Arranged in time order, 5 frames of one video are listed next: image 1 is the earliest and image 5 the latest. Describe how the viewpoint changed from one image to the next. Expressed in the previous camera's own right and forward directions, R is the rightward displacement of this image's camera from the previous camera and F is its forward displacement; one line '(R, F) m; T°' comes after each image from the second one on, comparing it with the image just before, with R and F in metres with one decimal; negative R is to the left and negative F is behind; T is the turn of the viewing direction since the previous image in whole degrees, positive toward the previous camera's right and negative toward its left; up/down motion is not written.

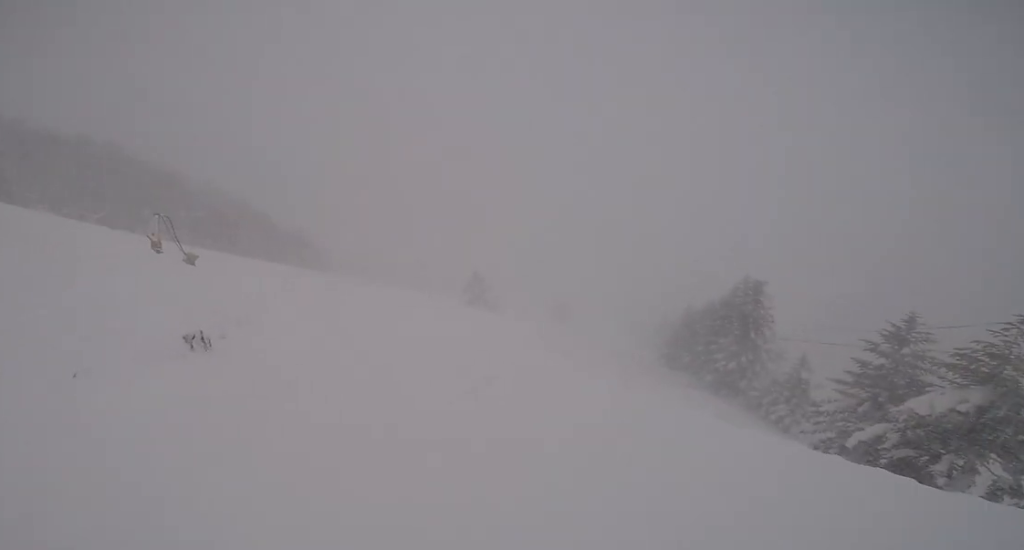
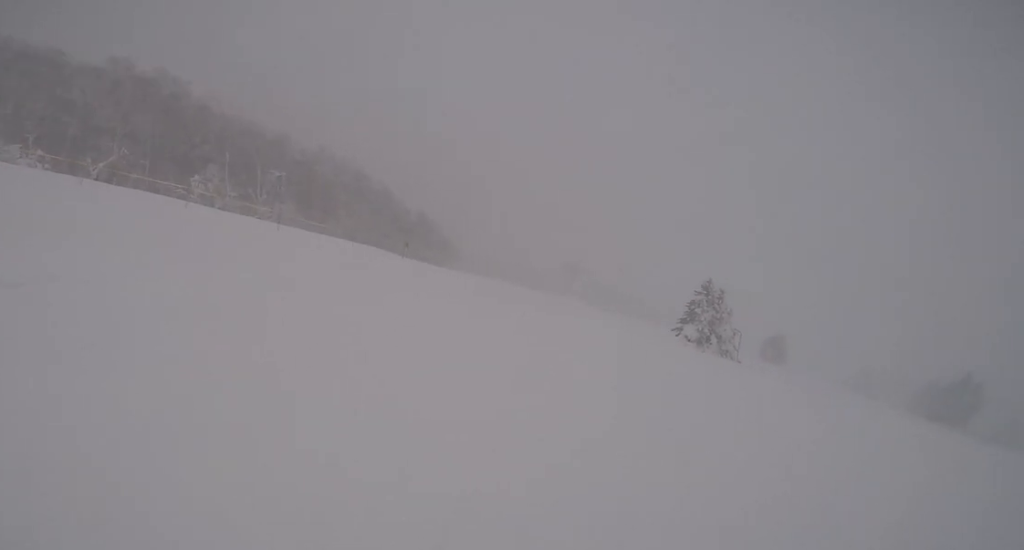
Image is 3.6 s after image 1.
(-7.7, +24.1) m; -22°
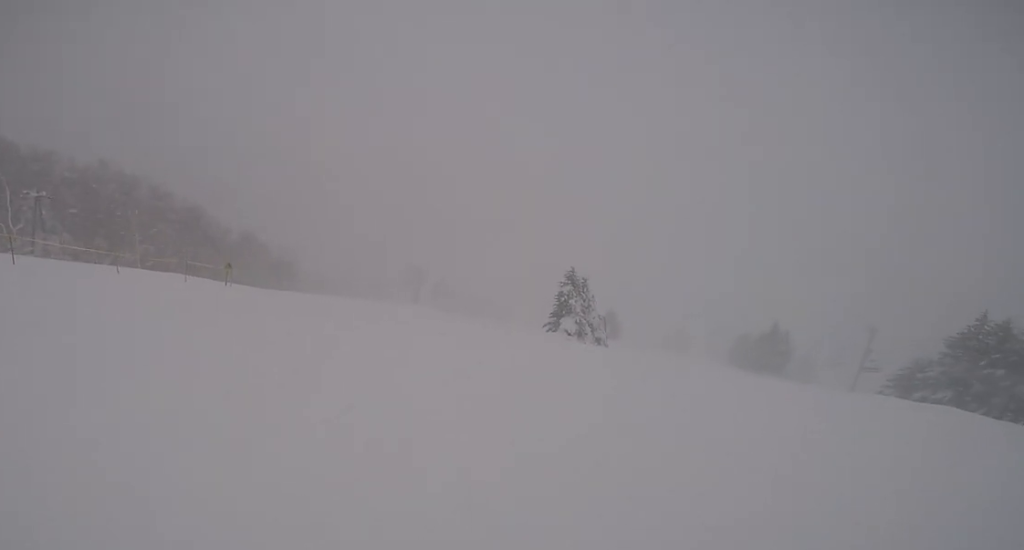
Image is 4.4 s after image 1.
(+0.1, +5.5) m; -1°
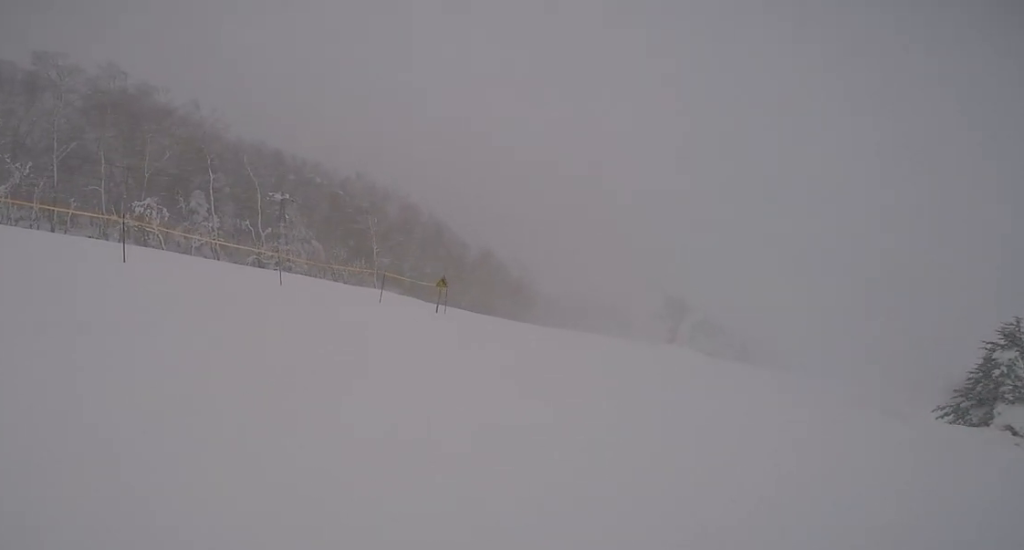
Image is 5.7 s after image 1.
(-0.4, +7.9) m; -6°
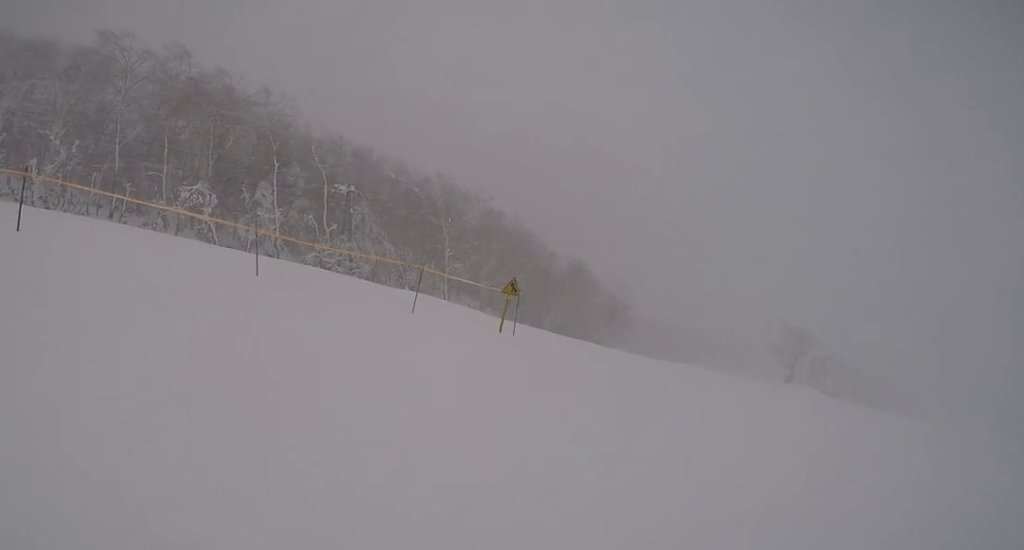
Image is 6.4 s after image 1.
(-0.1, +3.8) m; +2°
